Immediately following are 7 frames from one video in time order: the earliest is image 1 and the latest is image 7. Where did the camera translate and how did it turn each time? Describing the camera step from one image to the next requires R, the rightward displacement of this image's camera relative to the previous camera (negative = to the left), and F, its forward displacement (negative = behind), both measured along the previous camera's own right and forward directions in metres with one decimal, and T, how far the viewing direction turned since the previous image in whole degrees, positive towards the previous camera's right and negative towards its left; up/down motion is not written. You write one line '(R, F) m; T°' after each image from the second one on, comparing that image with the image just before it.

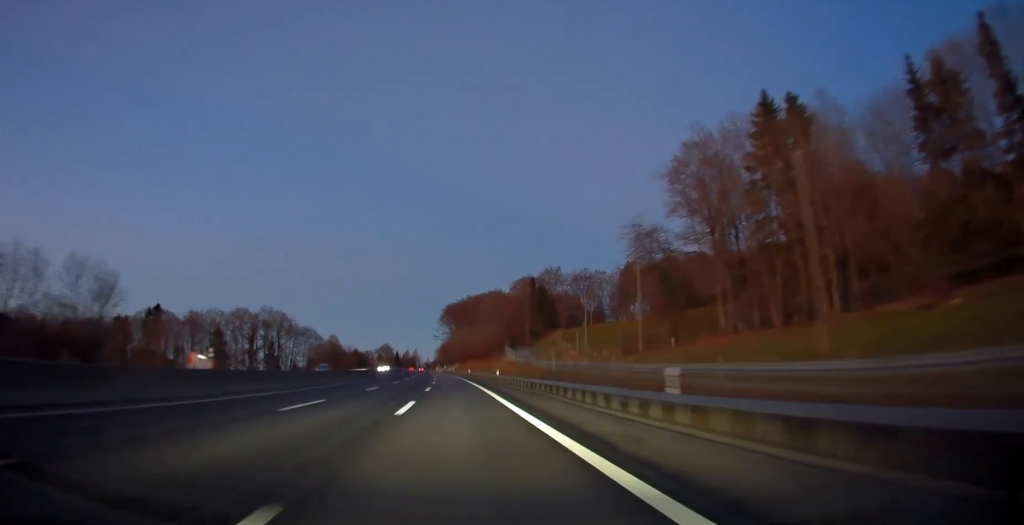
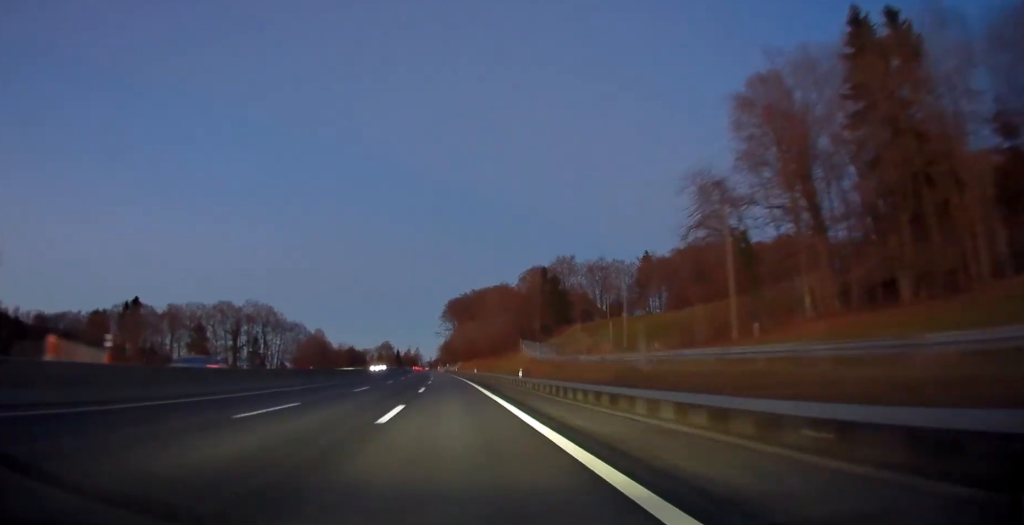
(0.0, +20.4) m; 0°
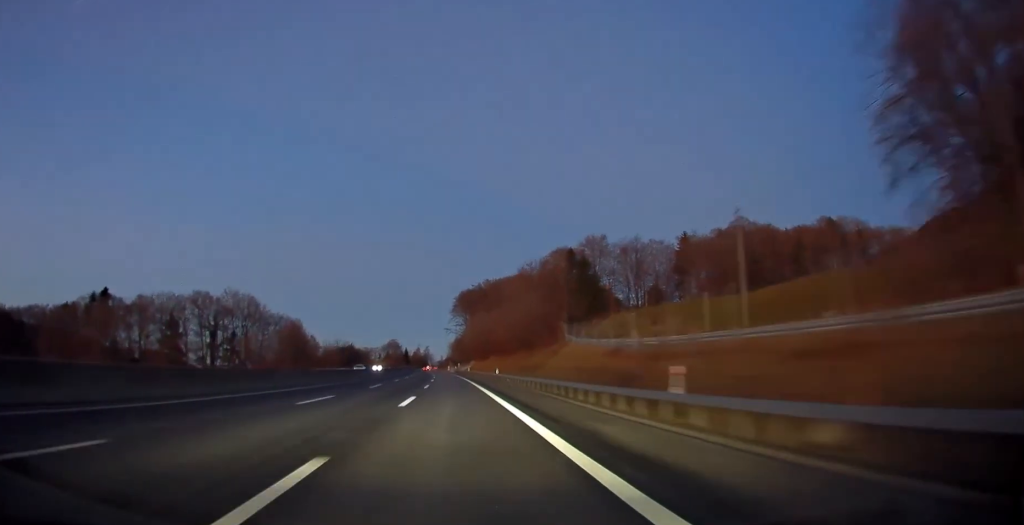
(-0.2, +30.1) m; -1°
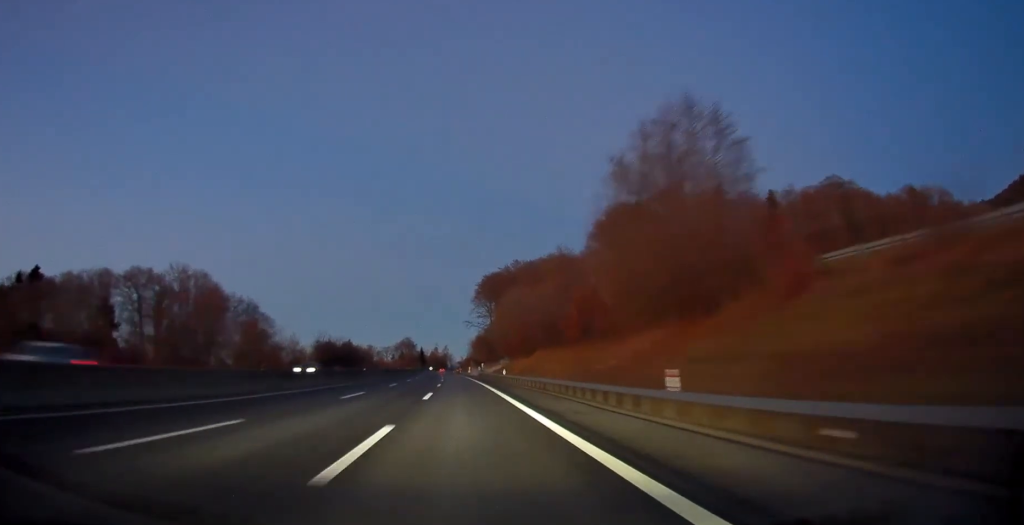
(-0.7, +49.5) m; -2°
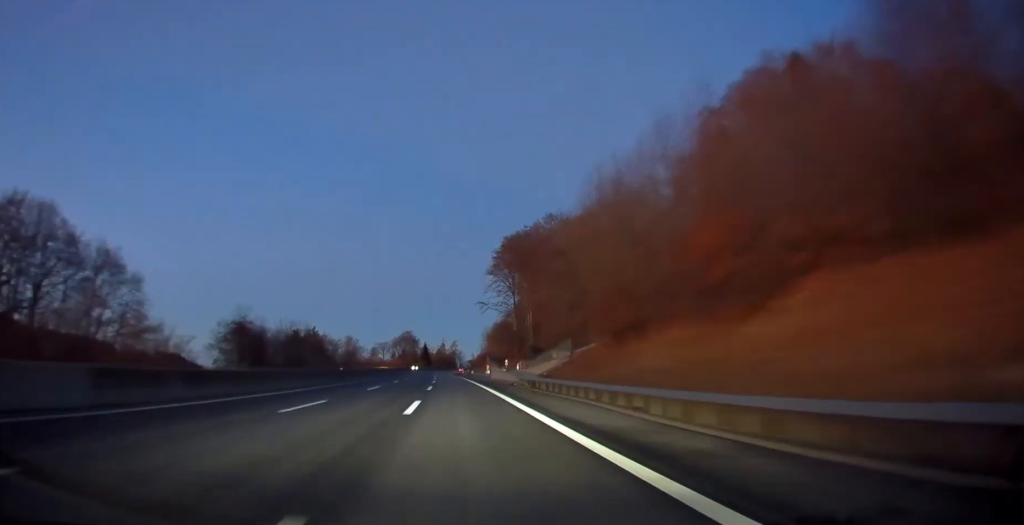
(-1.2, +61.5) m; -1°
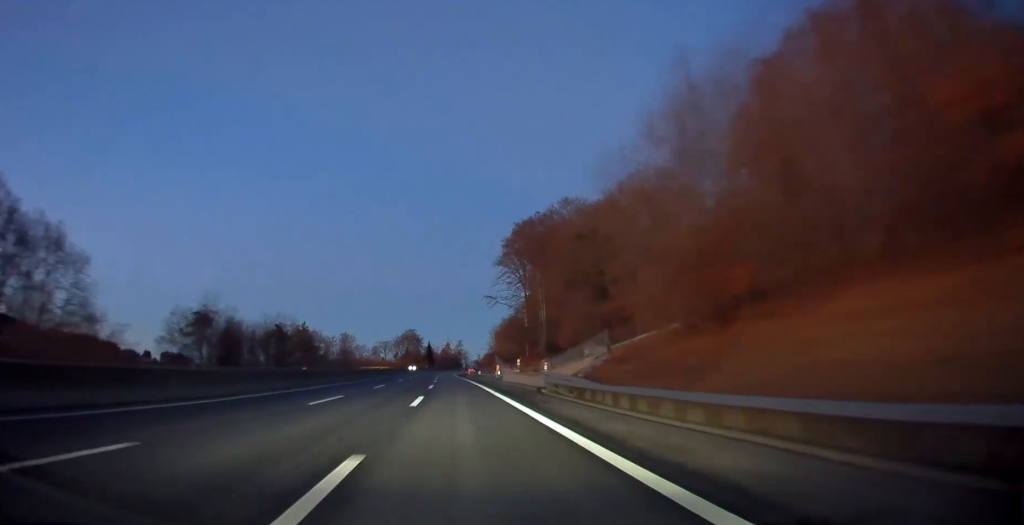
(-0.1, +15.1) m; 0°
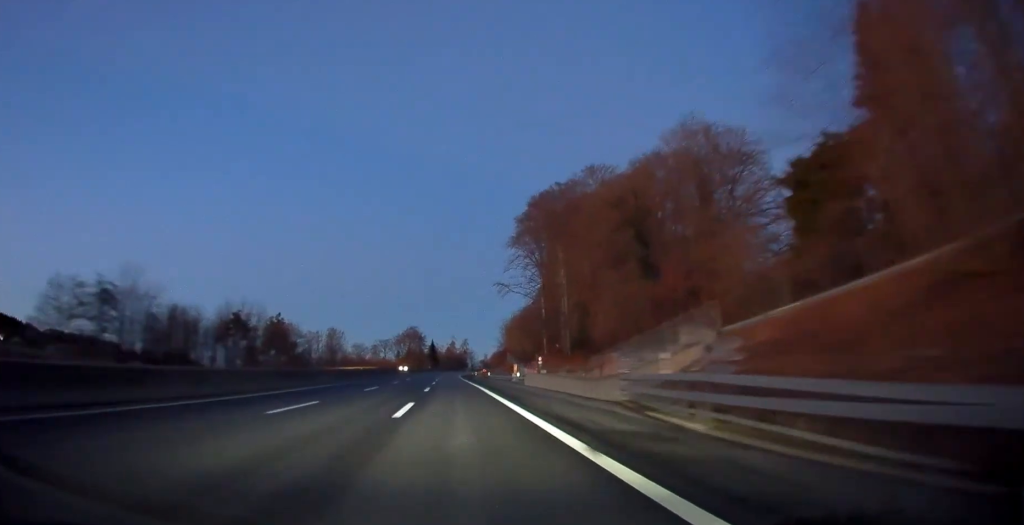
(0.0, +21.5) m; 0°
